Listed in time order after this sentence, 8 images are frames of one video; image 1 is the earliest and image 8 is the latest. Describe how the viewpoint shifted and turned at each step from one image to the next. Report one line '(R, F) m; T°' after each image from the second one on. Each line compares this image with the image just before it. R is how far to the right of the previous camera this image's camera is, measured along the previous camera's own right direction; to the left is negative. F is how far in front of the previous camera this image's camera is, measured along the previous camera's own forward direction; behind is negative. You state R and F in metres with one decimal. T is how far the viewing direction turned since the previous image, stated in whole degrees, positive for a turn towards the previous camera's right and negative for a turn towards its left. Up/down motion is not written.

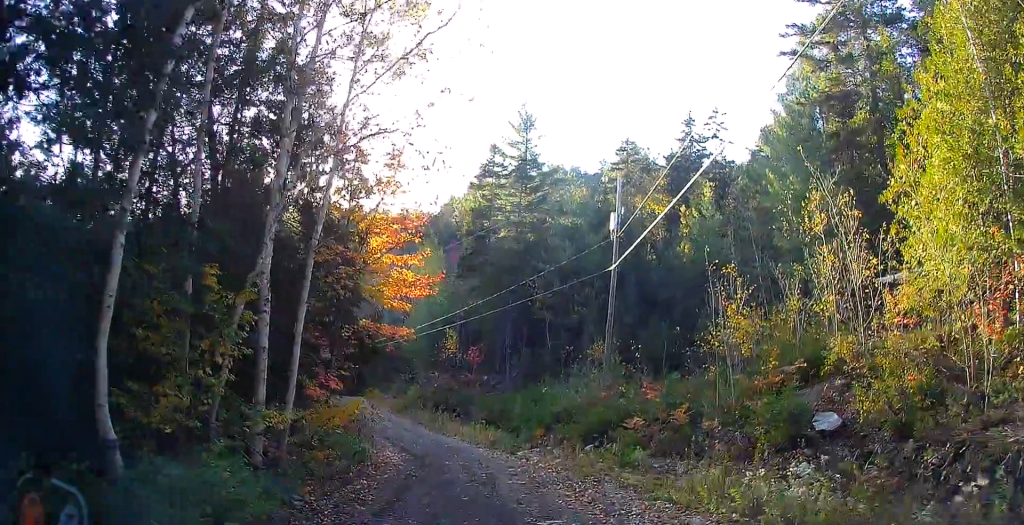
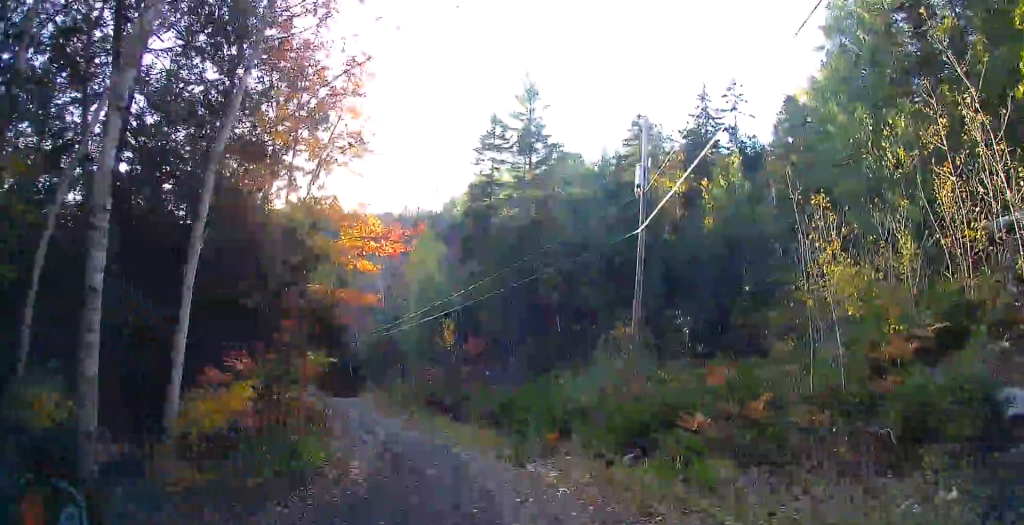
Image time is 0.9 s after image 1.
(+0.2, +5.4) m; +2°
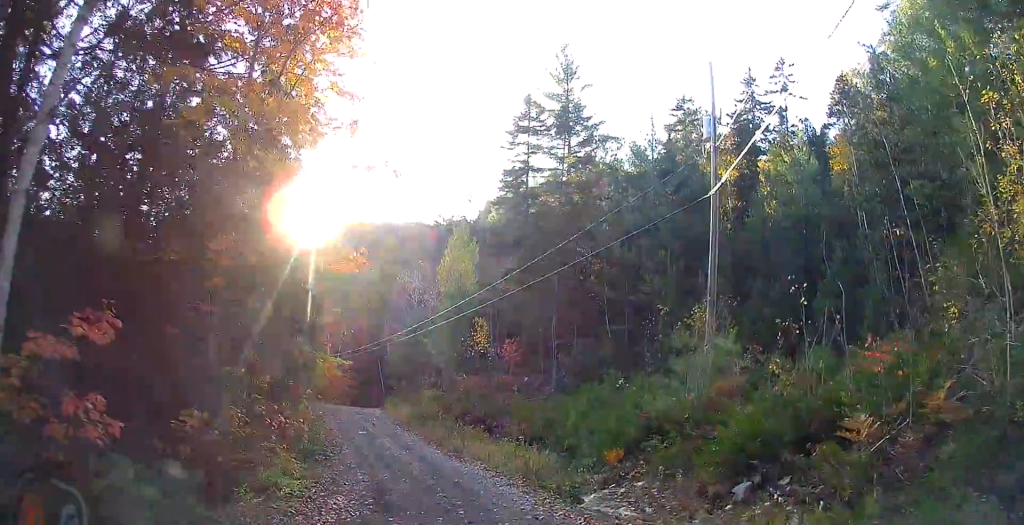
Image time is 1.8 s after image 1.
(0.0, +4.7) m; -3°
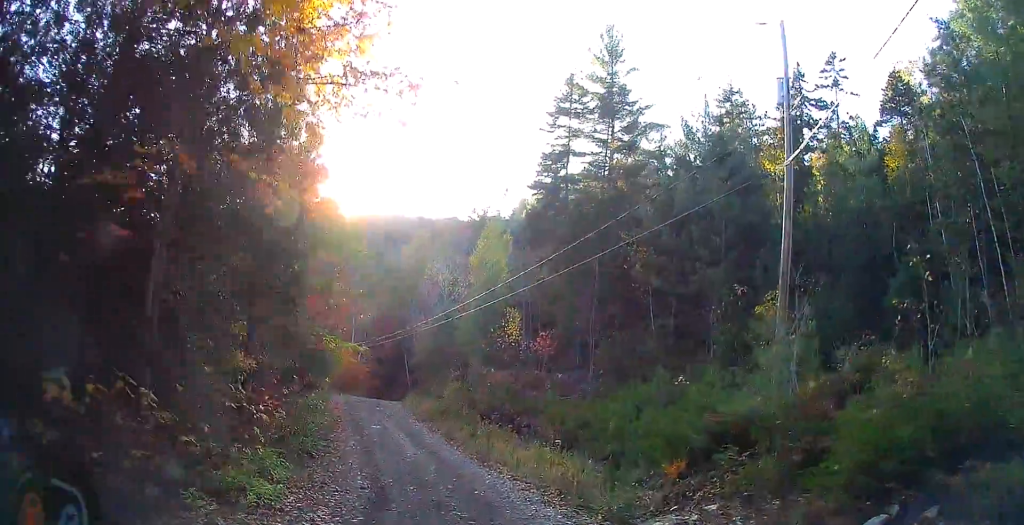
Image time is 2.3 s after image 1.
(0.0, +2.8) m; -3°
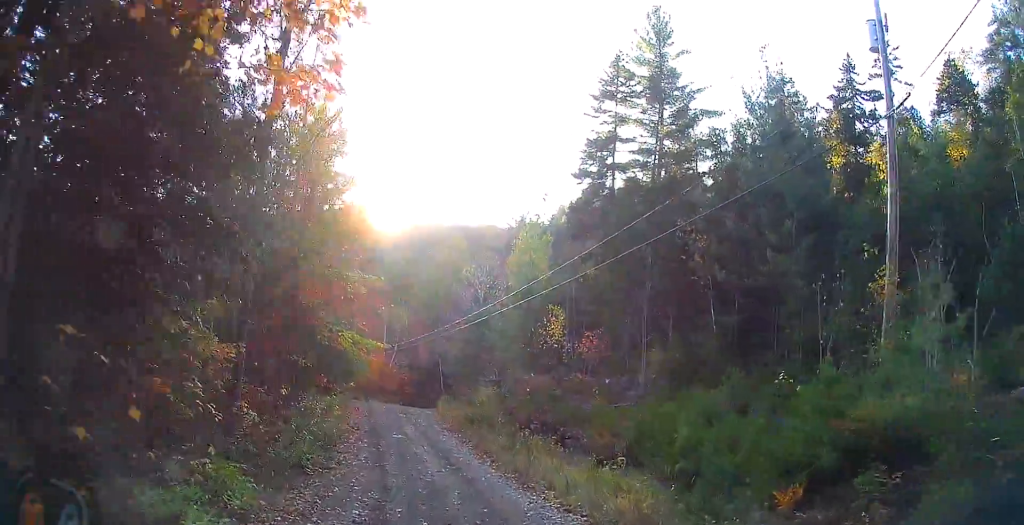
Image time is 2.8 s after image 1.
(-0.2, +3.1) m; -5°
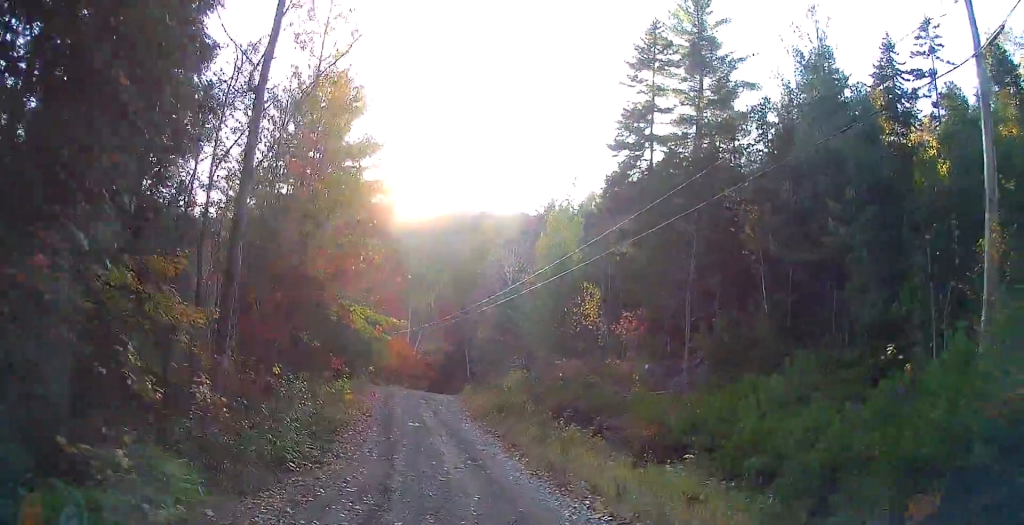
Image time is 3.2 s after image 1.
(0.0, +2.2) m; -3°
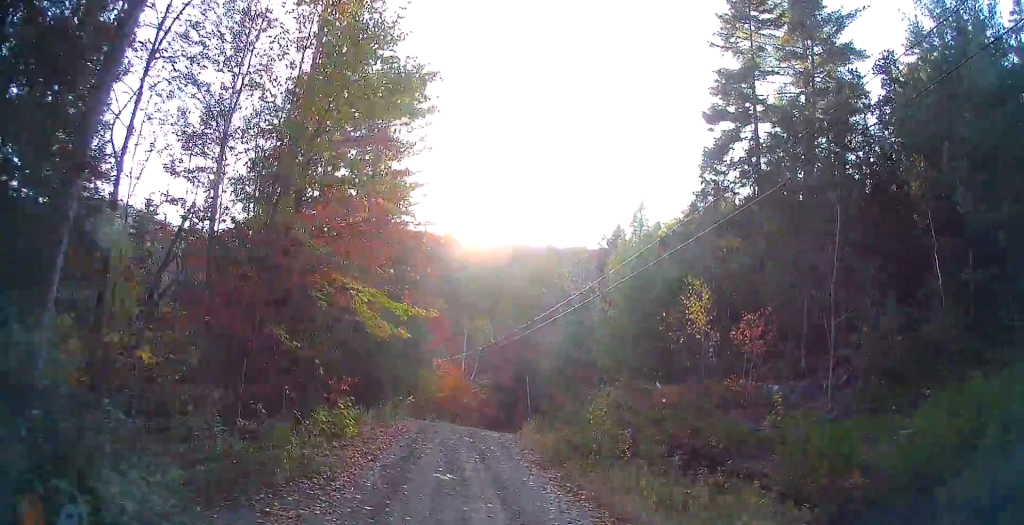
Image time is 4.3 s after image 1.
(-0.3, +6.2) m; -5°
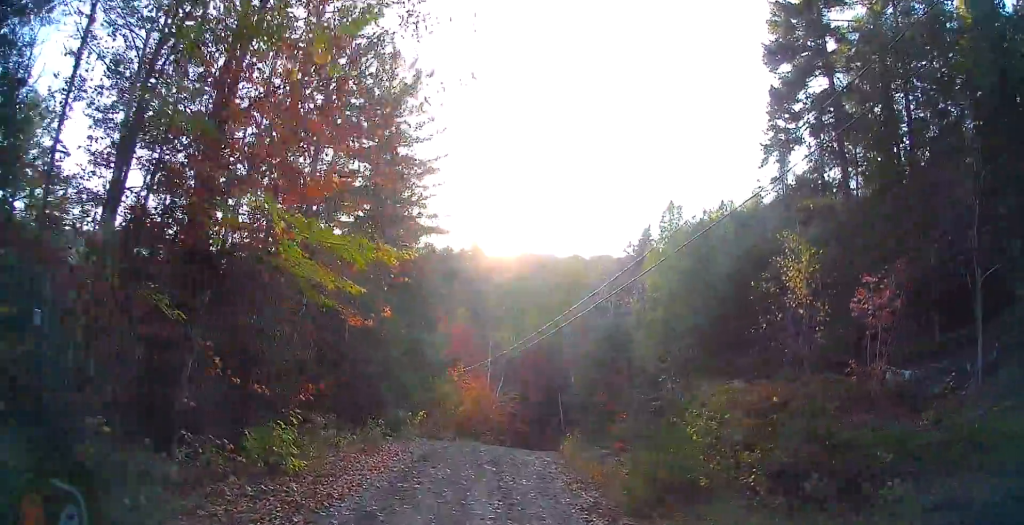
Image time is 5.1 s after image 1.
(0.0, +5.0) m; -6°
